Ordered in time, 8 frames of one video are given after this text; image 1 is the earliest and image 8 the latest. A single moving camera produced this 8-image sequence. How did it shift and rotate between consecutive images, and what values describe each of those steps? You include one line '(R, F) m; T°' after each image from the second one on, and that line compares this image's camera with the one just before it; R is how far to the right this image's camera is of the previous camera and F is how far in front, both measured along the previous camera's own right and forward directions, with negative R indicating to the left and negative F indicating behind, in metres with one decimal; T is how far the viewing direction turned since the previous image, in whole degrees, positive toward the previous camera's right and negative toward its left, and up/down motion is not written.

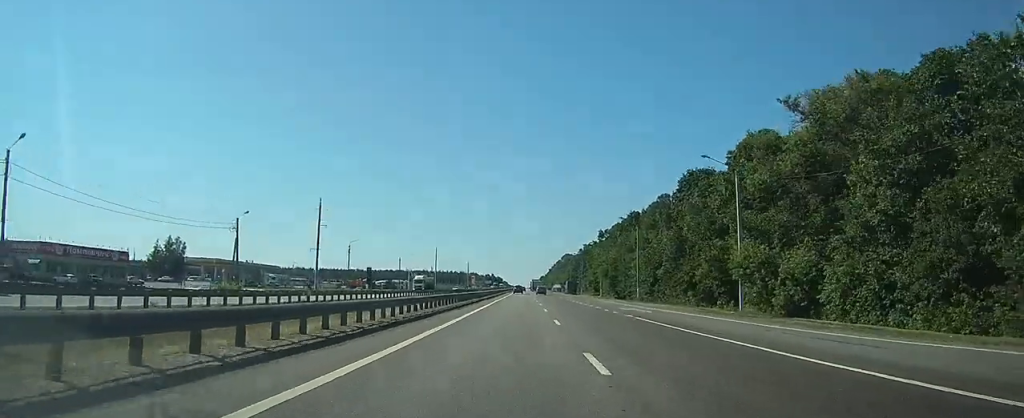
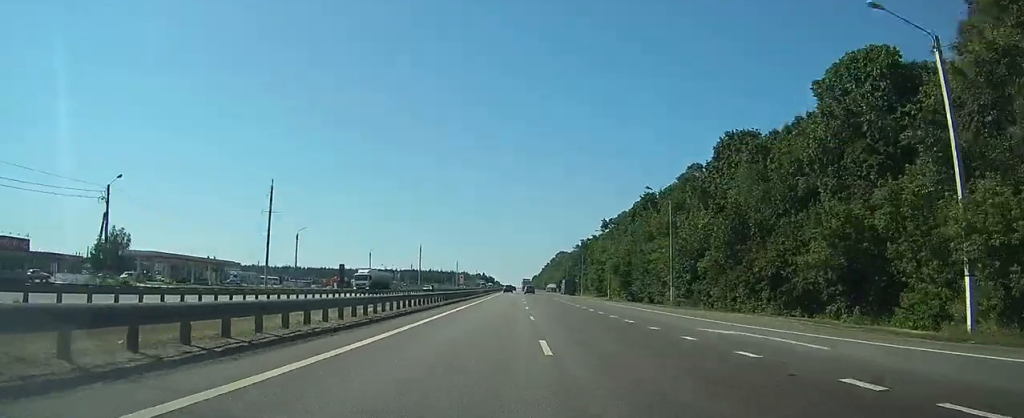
(+0.1, +21.5) m; 0°
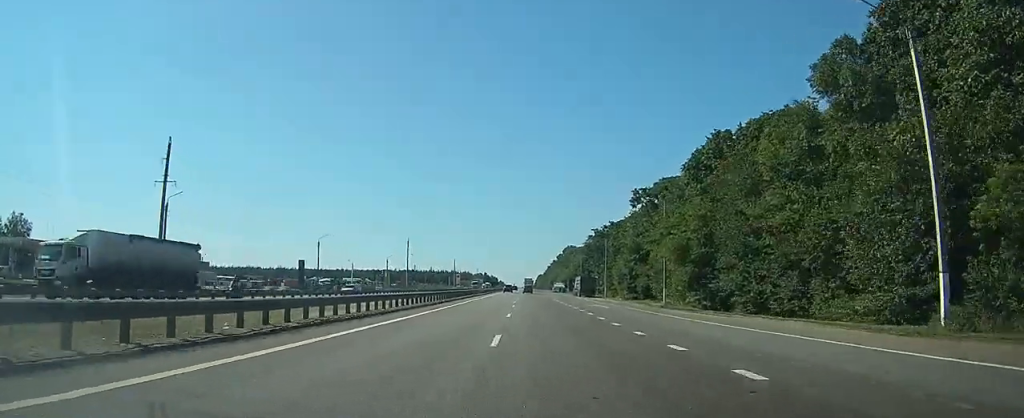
(+0.1, +34.8) m; 0°
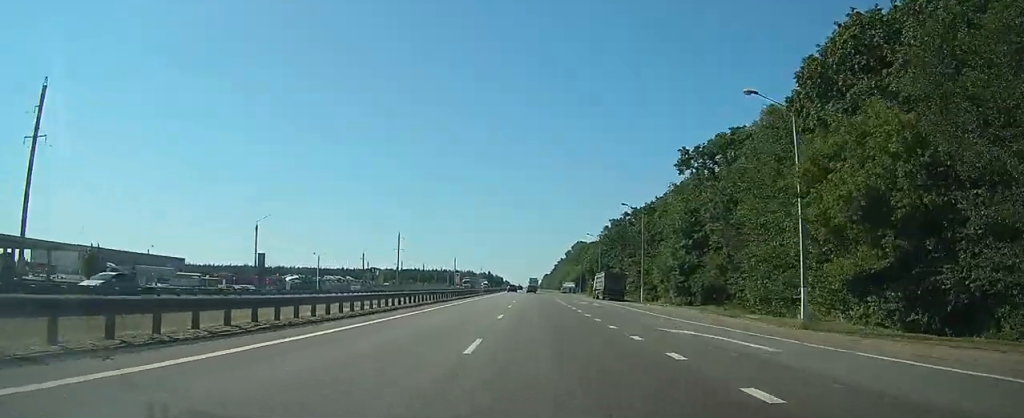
(0.0, +25.5) m; 0°
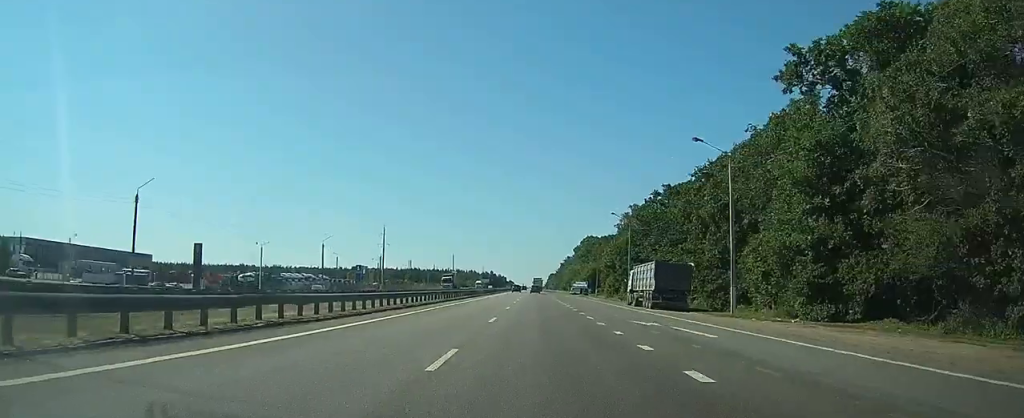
(-0.1, +26.6) m; 0°
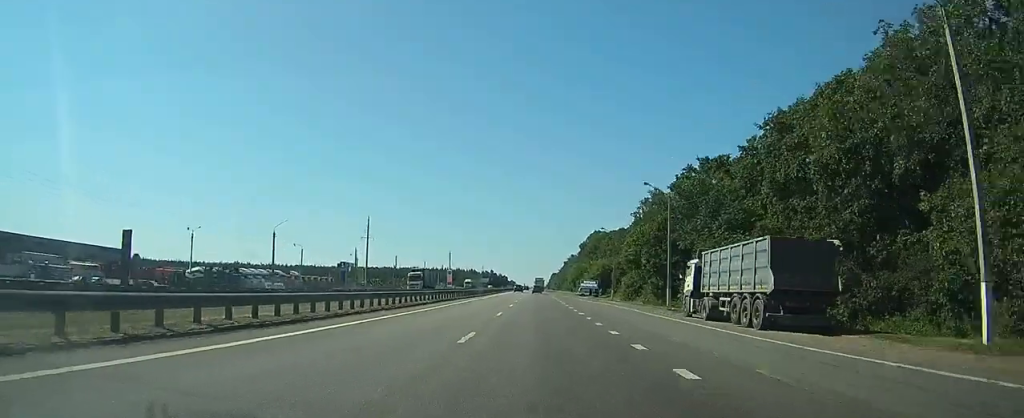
(-0.1, +19.9) m; 0°
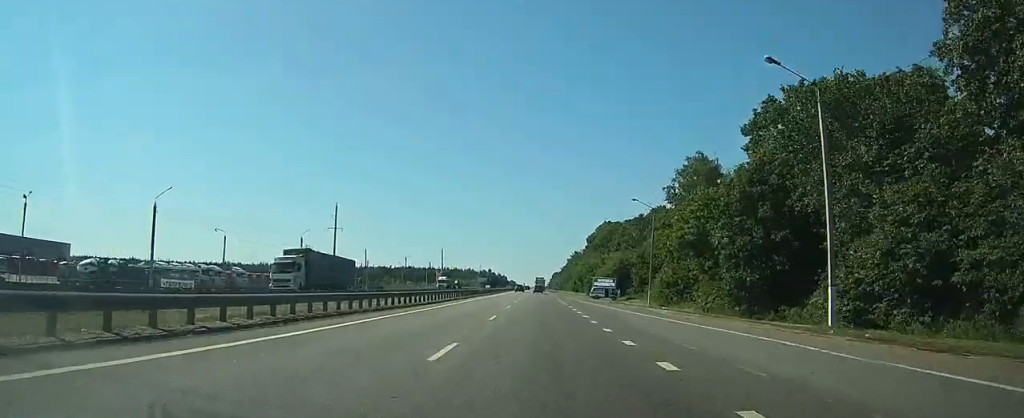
(-0.1, +27.6) m; 0°
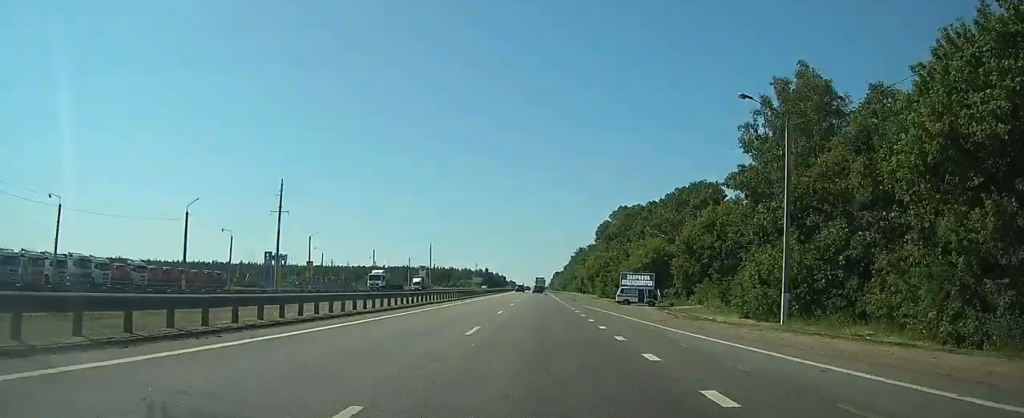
(+0.1, +31.2) m; 0°
